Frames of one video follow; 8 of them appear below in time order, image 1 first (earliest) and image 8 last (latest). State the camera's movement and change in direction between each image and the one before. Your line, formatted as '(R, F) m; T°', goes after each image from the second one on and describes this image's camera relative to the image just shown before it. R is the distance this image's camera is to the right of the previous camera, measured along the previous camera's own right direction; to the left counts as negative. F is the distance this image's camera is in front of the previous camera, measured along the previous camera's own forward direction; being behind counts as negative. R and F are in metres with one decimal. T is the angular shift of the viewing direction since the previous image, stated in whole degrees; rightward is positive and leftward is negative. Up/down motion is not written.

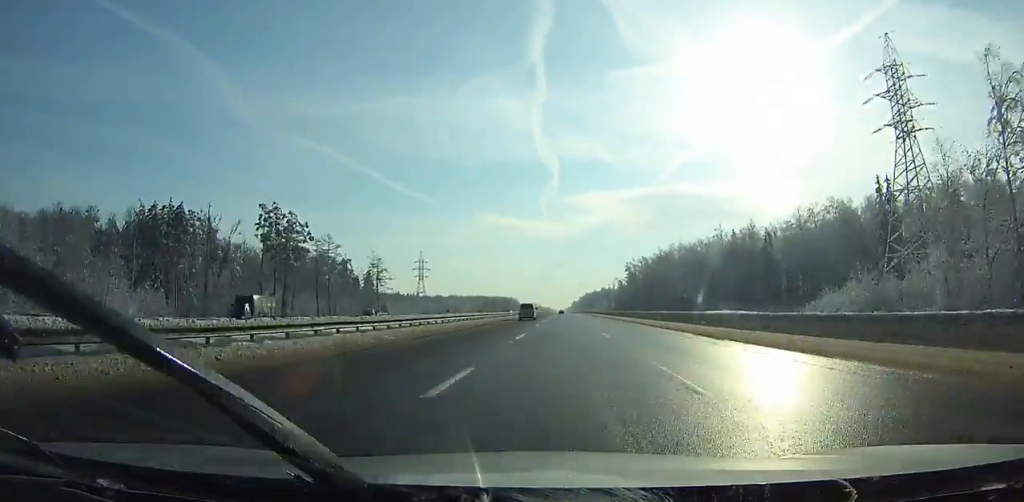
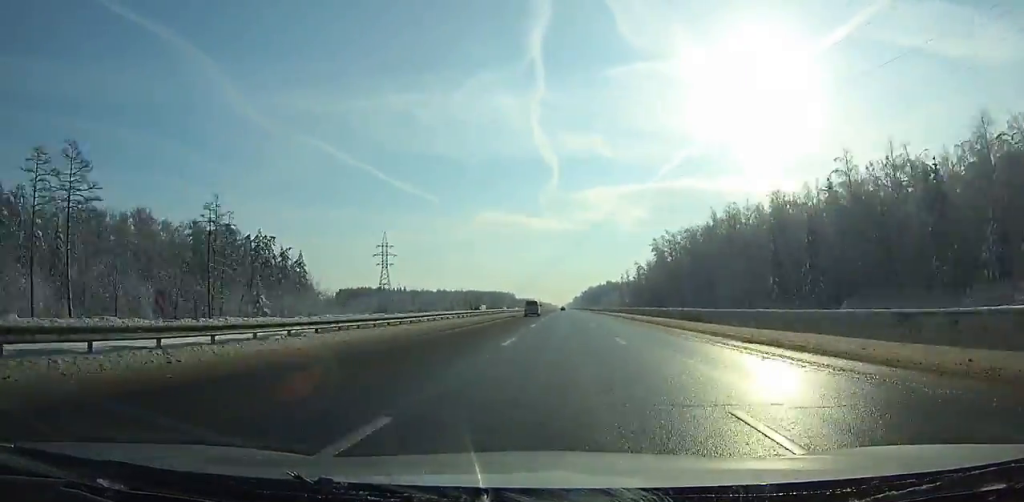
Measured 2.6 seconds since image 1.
(0.0, +70.1) m; 0°
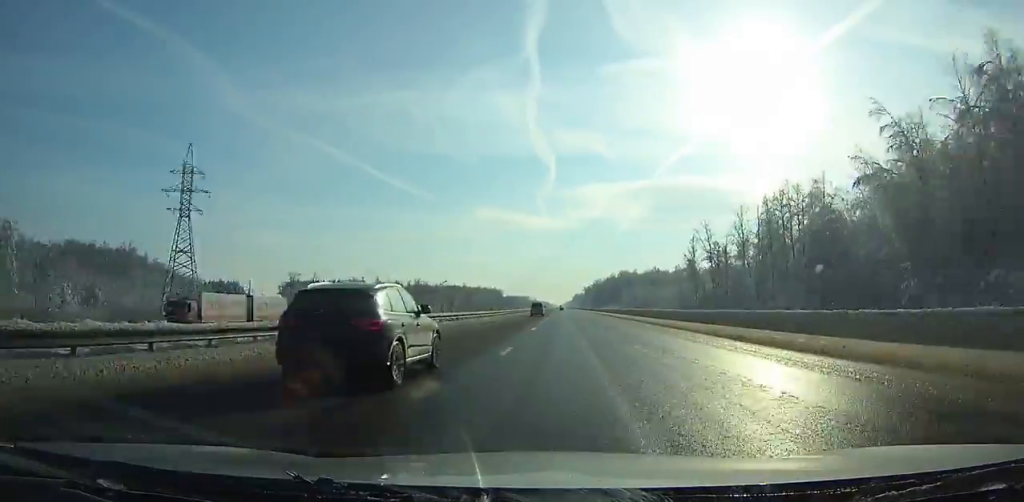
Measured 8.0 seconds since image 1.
(+0.1, +147.6) m; 0°
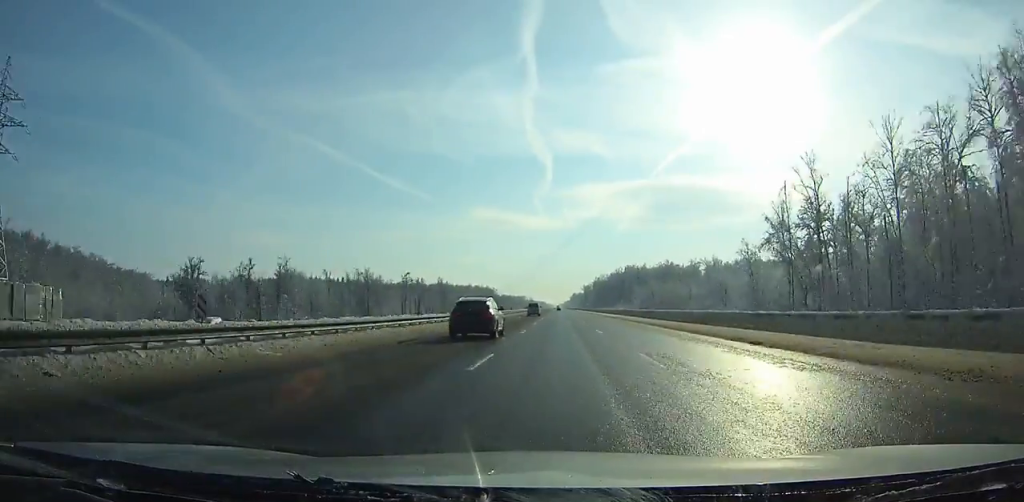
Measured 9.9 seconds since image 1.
(+0.1, +52.3) m; 0°
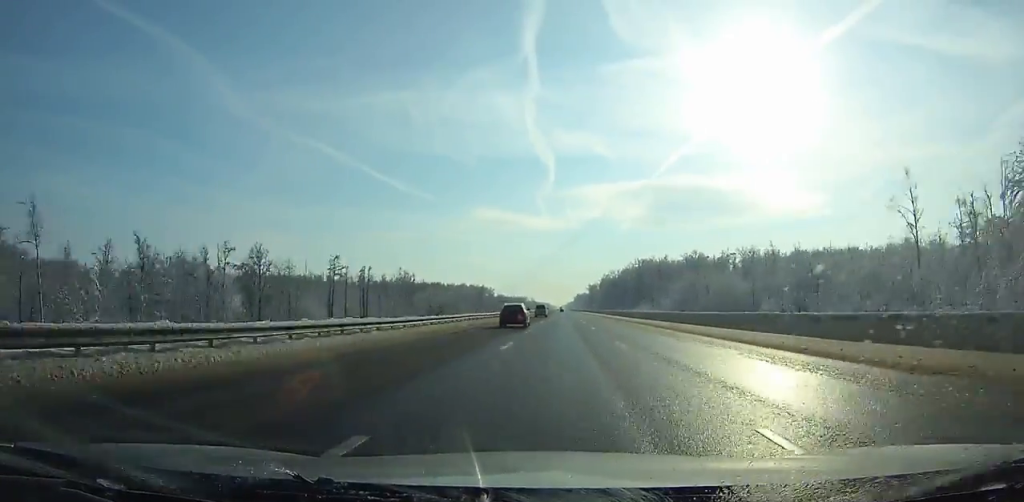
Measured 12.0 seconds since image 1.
(-0.1, +58.1) m; 0°
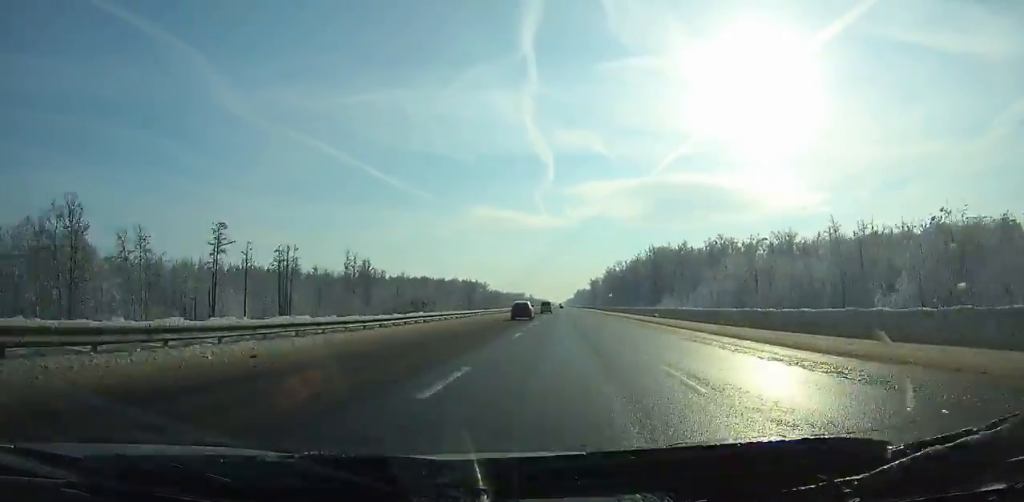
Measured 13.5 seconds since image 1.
(0.0, +41.4) m; 0°
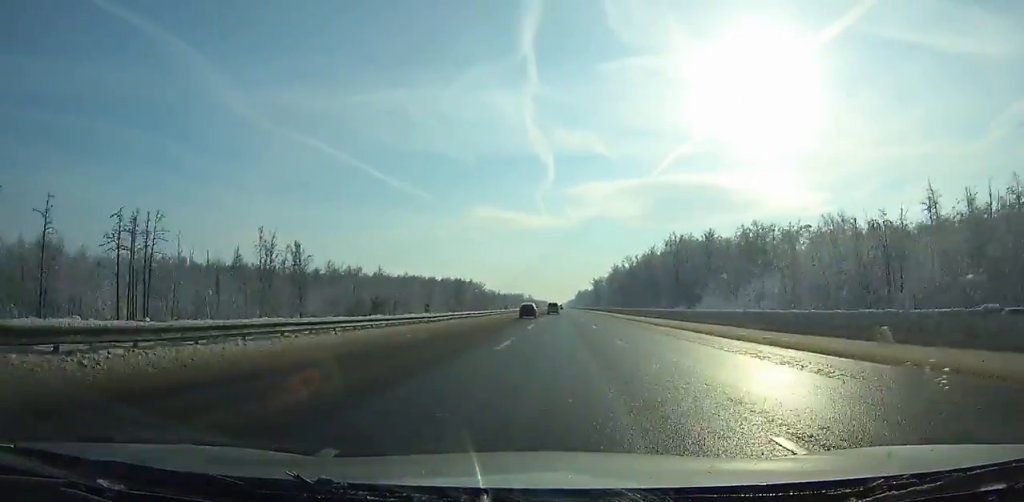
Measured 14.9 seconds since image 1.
(0.0, +38.7) m; 0°
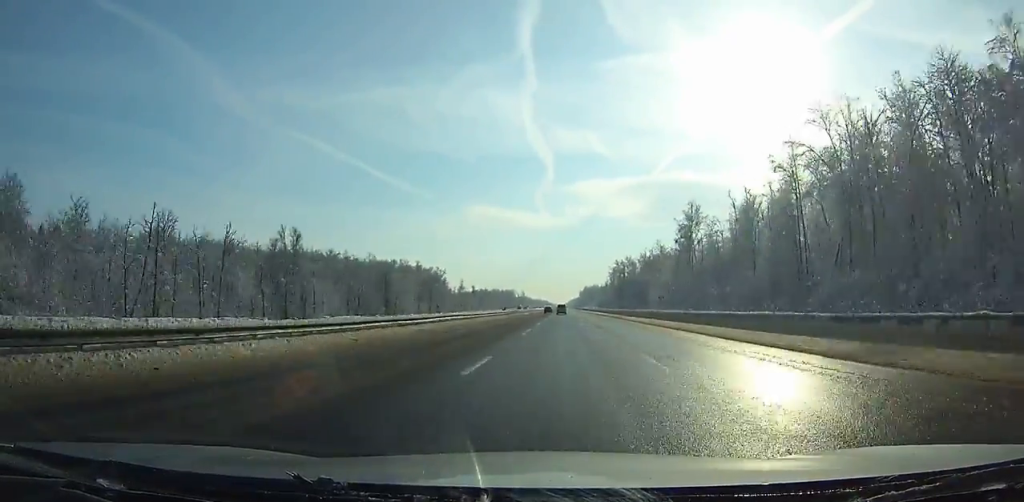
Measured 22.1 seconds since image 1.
(0.0, +196.3) m; 0°
